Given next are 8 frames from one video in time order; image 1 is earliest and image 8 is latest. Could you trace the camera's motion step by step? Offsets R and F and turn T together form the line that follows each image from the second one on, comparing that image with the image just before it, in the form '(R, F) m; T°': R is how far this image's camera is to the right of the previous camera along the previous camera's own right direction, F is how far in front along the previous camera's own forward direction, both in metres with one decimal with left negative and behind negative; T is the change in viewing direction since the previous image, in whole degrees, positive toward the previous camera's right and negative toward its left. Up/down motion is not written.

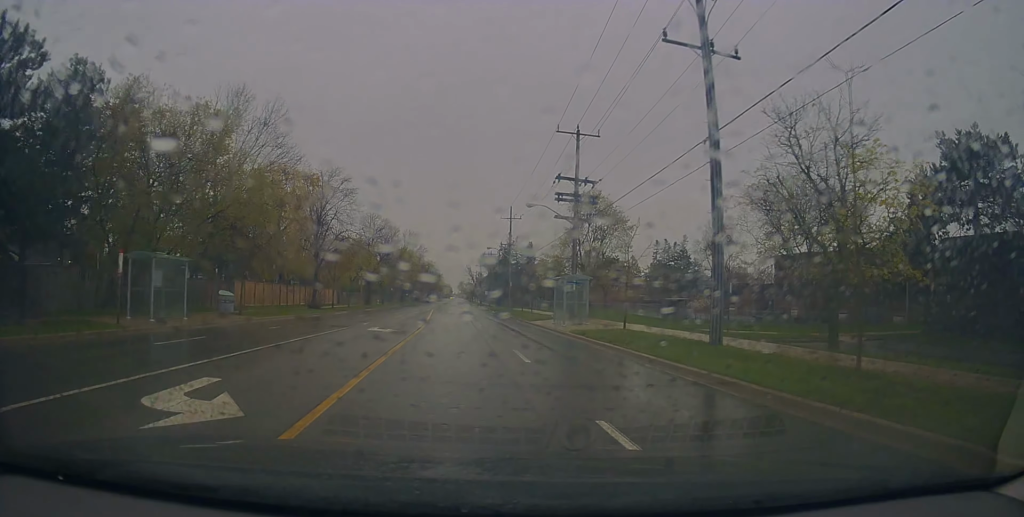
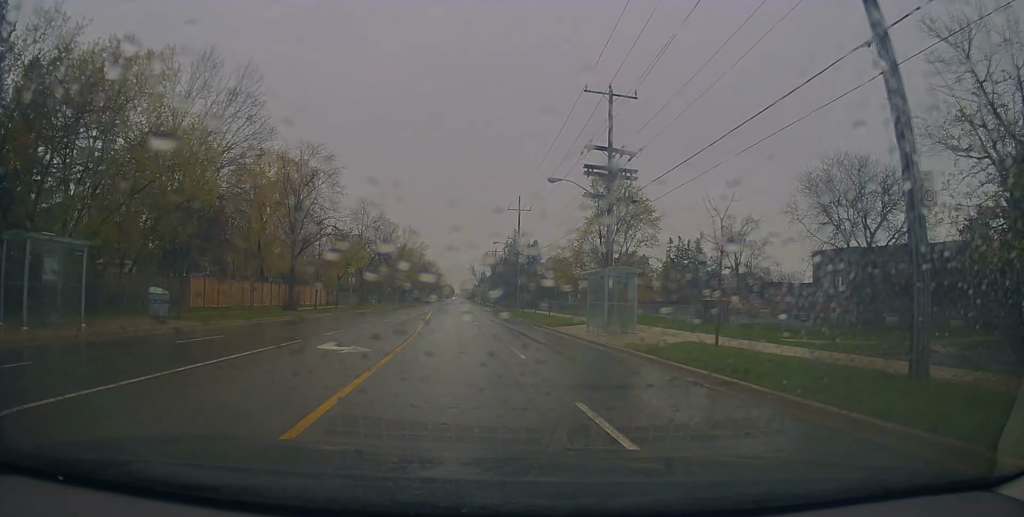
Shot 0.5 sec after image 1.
(+0.2, +7.6) m; 0°
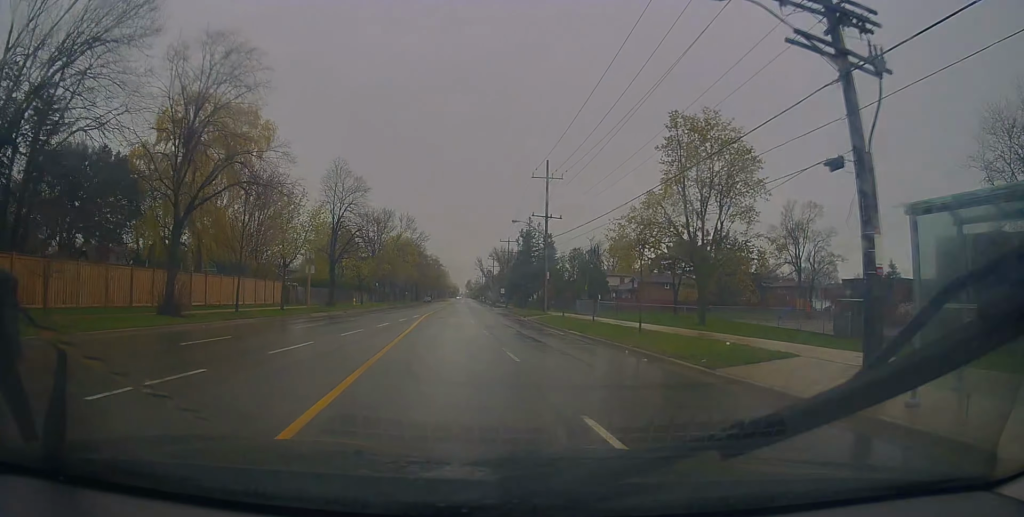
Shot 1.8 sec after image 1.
(+0.2, +19.0) m; 0°
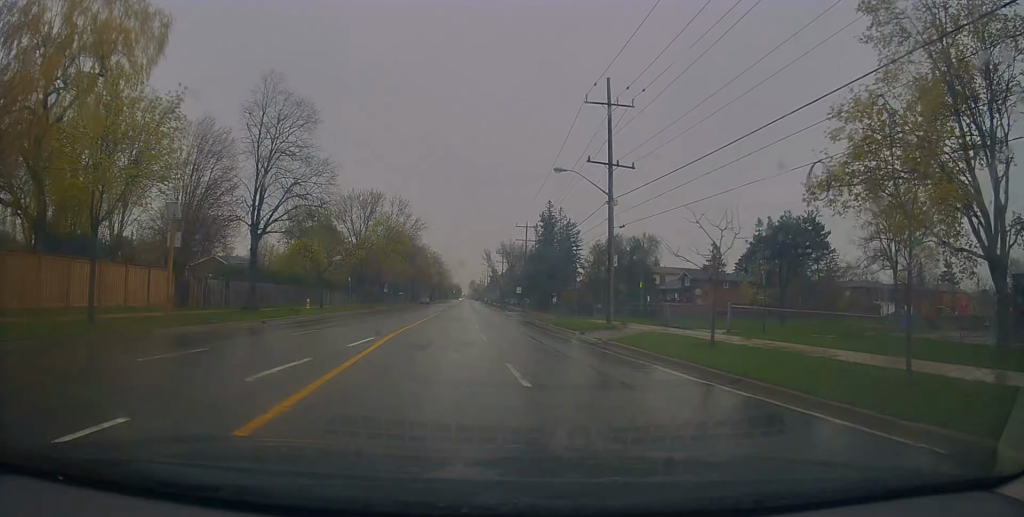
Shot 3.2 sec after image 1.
(-0.3, +21.7) m; -2°
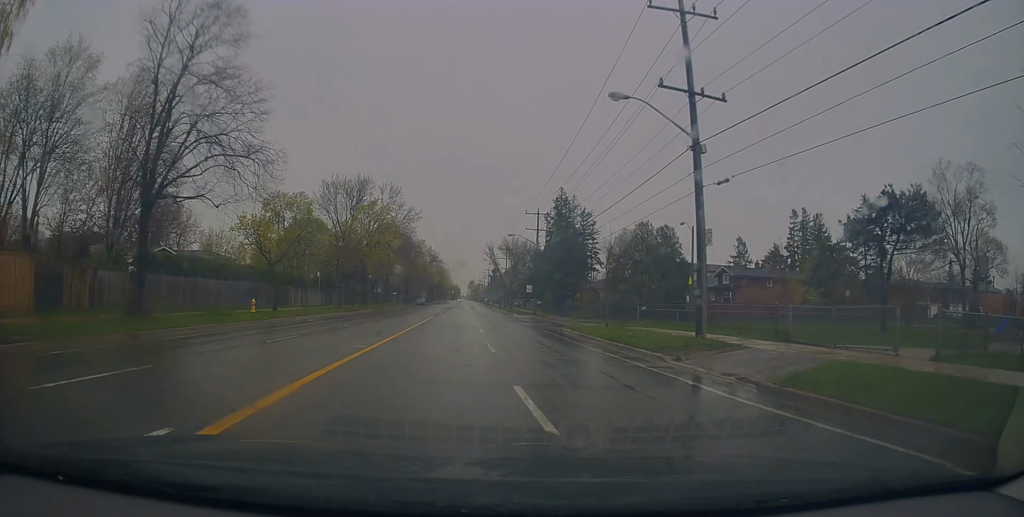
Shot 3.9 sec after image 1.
(-0.1, +11.4) m; 0°
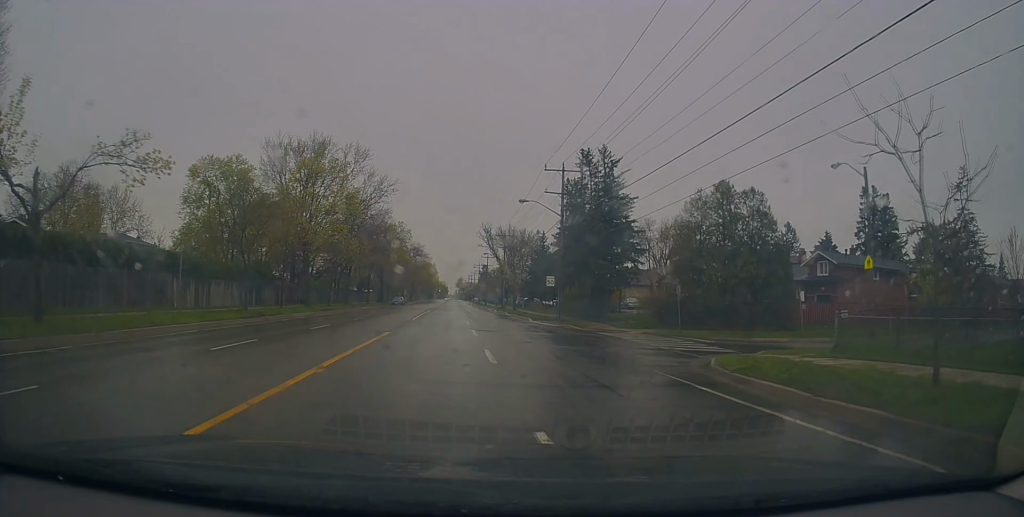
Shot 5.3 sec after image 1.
(+0.2, +21.8) m; 0°
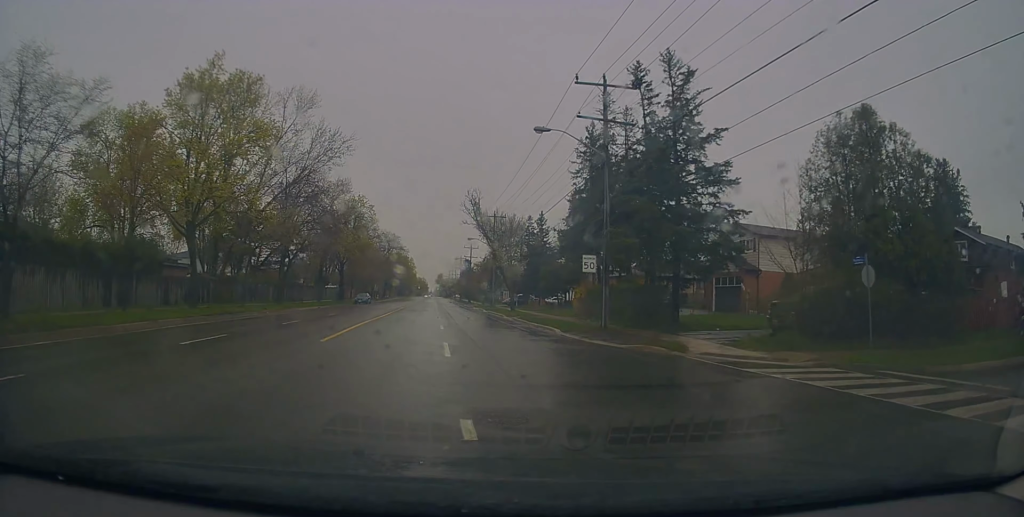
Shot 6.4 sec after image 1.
(0.0, +17.5) m; +2°
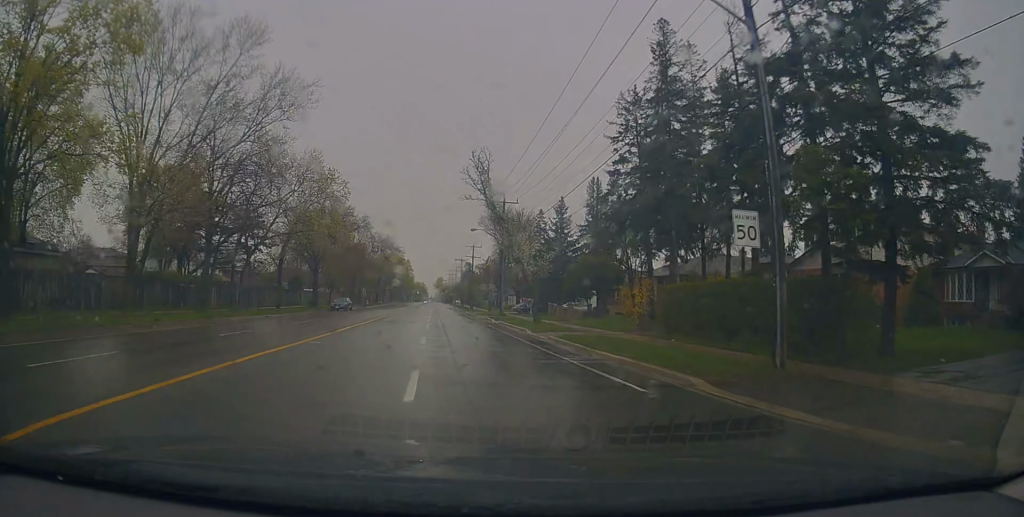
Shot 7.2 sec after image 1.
(+0.5, +14.0) m; +2°
